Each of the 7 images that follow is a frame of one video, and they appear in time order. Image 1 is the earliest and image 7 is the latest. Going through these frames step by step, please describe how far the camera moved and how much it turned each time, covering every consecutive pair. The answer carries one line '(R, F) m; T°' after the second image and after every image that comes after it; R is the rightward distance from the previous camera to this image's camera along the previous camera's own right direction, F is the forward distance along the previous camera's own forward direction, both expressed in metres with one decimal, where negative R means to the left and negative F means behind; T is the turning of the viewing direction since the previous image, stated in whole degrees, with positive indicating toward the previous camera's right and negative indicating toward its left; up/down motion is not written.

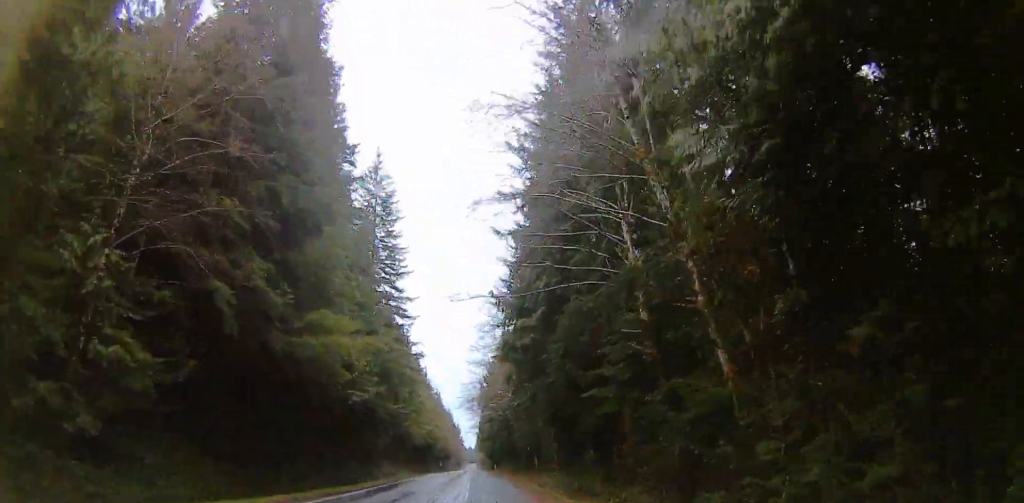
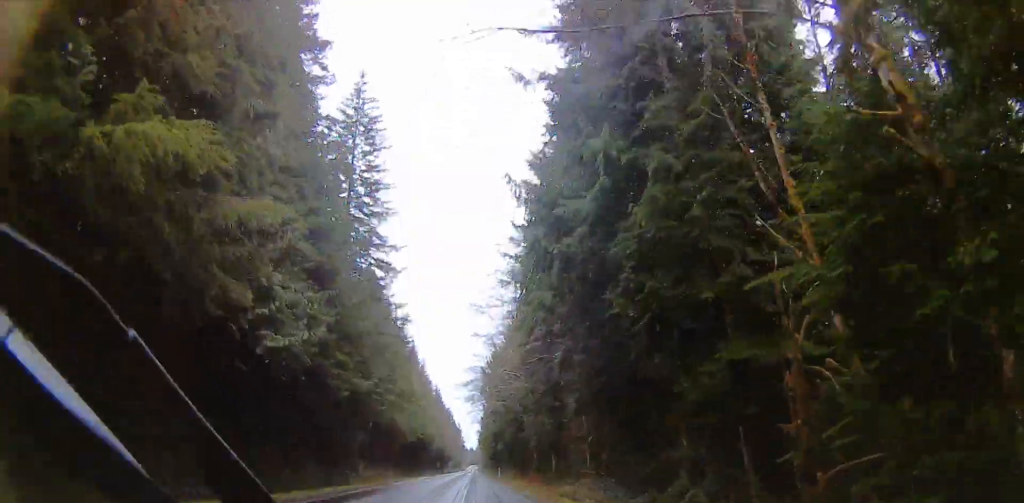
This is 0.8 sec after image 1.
(-0.1, +17.6) m; +1°
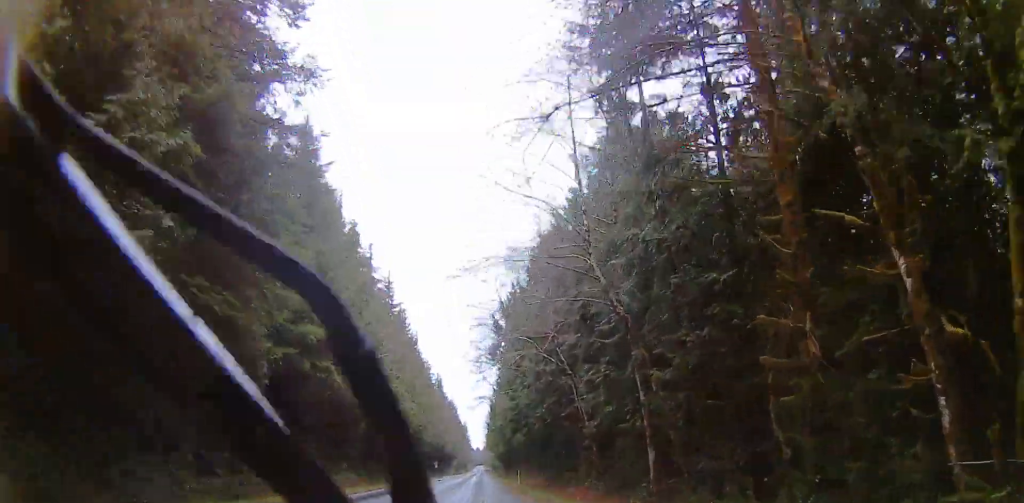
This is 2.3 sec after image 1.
(+0.9, +36.6) m; +1°
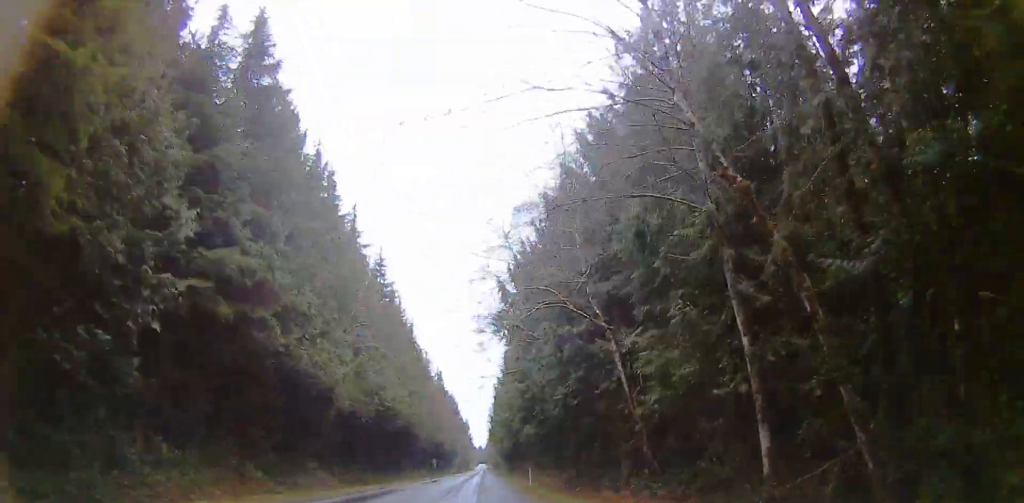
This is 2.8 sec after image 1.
(0.0, +13.2) m; -1°
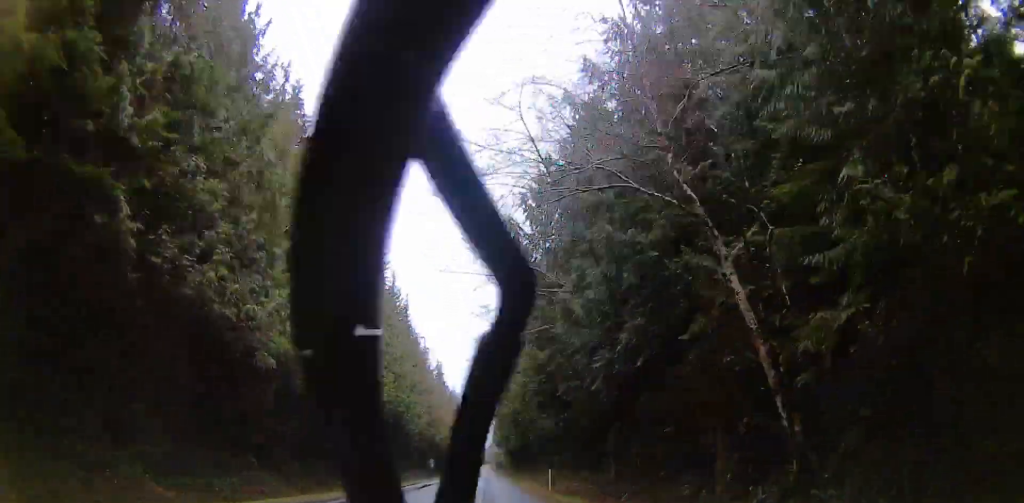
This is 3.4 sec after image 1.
(0.0, +15.0) m; -1°
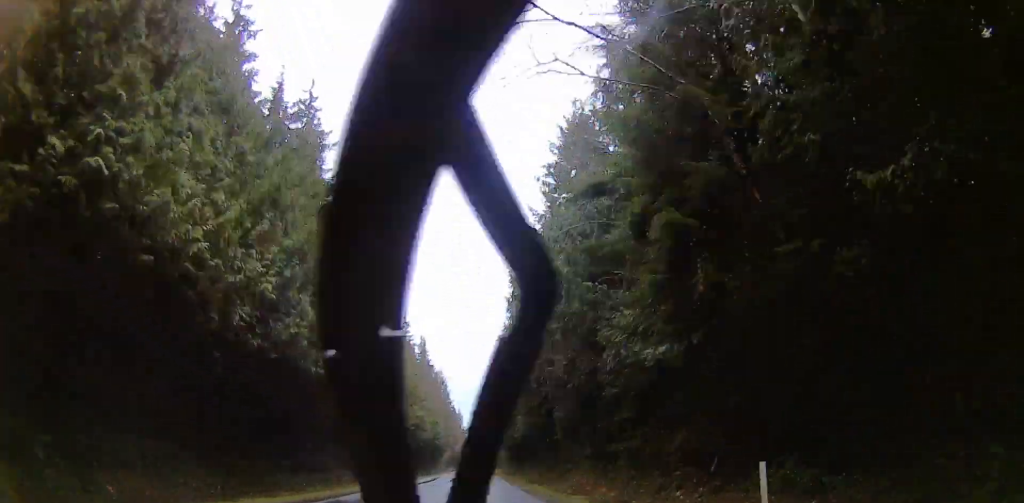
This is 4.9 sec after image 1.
(-0.4, +35.7) m; 0°
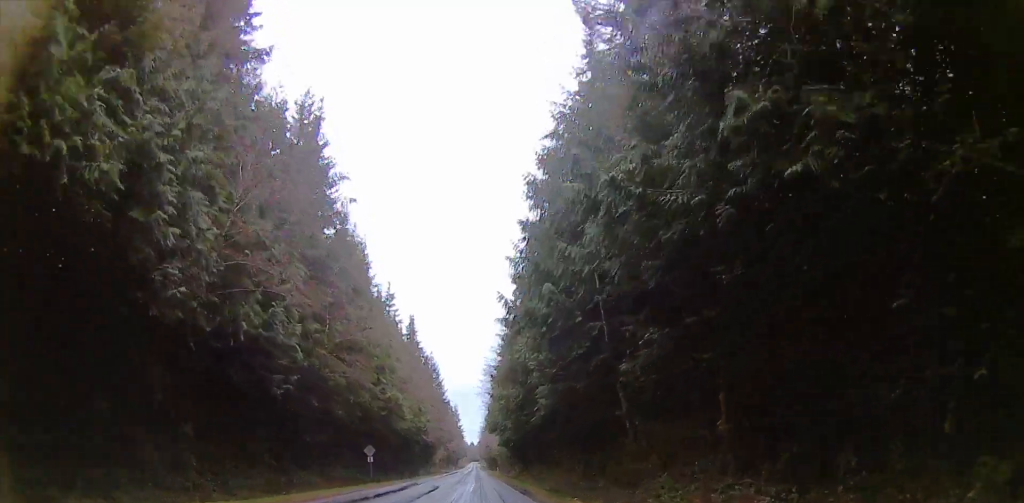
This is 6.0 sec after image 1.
(+0.4, +23.4) m; +1°
